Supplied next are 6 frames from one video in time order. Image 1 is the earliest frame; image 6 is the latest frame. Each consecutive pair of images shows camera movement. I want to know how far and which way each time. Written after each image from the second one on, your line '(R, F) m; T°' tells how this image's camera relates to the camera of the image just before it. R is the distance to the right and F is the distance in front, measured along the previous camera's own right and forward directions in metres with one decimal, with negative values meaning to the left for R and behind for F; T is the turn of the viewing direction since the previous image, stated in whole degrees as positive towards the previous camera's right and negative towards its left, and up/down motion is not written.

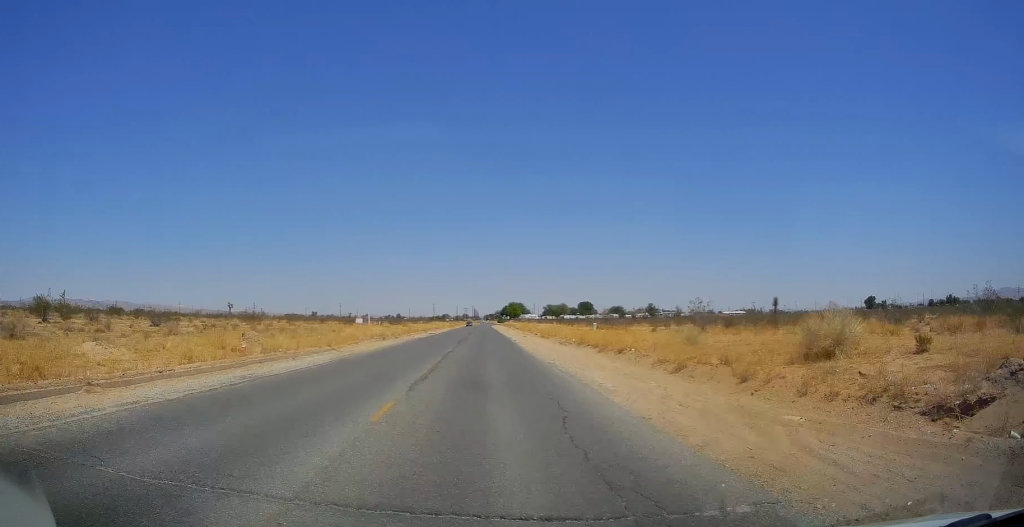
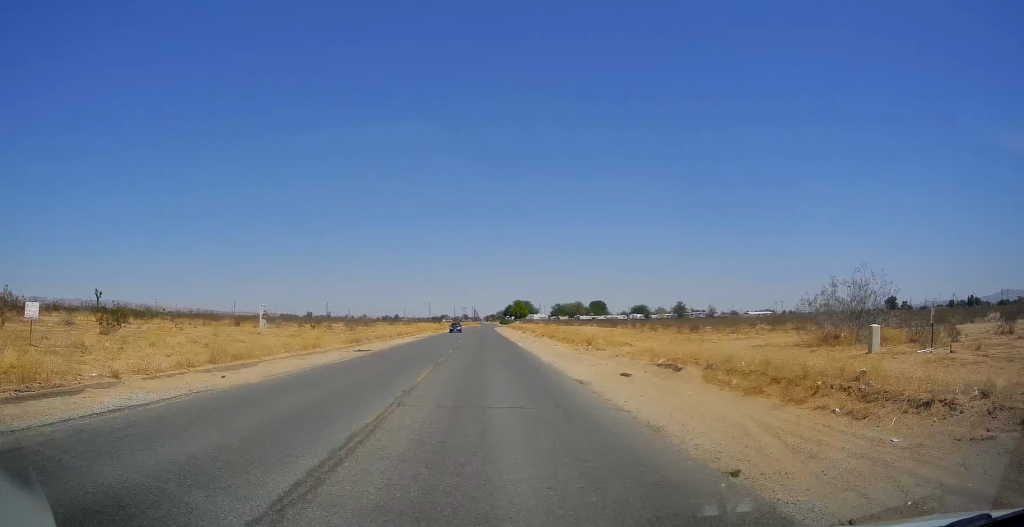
(0.0, +45.0) m; 0°
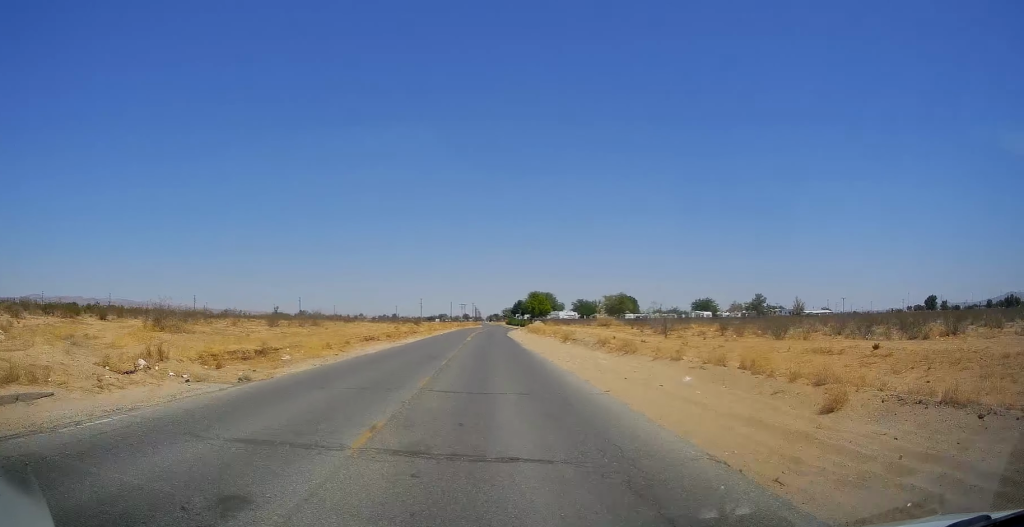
(0.0, +75.4) m; 0°
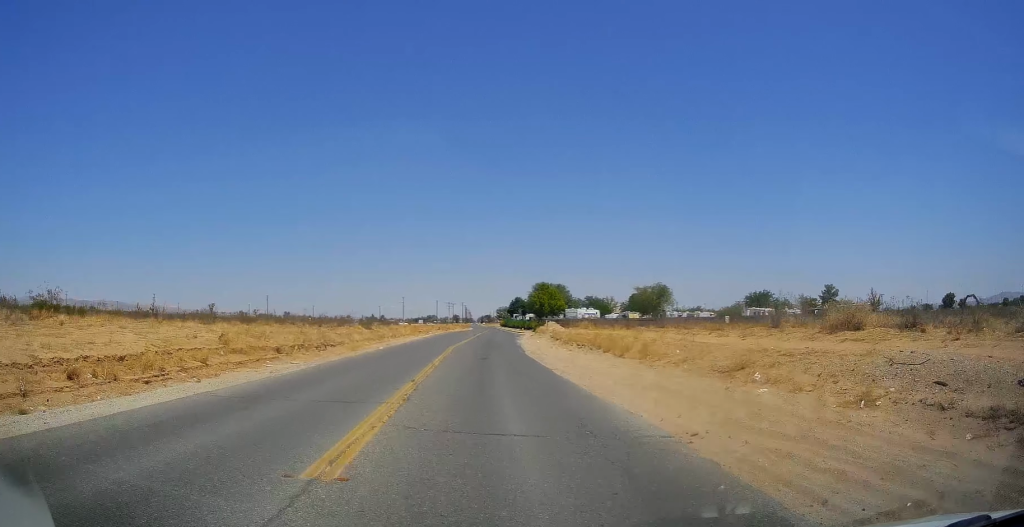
(0.0, +46.3) m; 0°
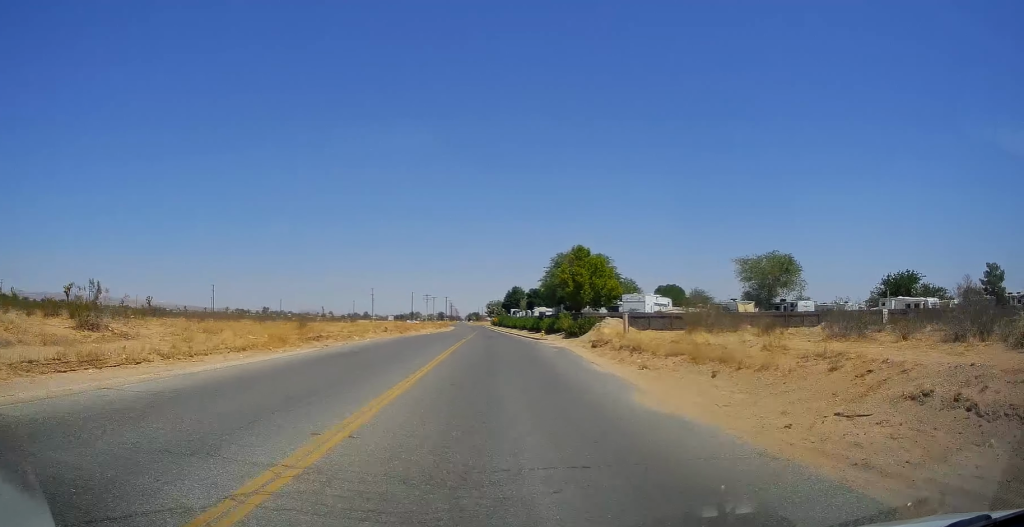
(0.0, +60.3) m; +1°
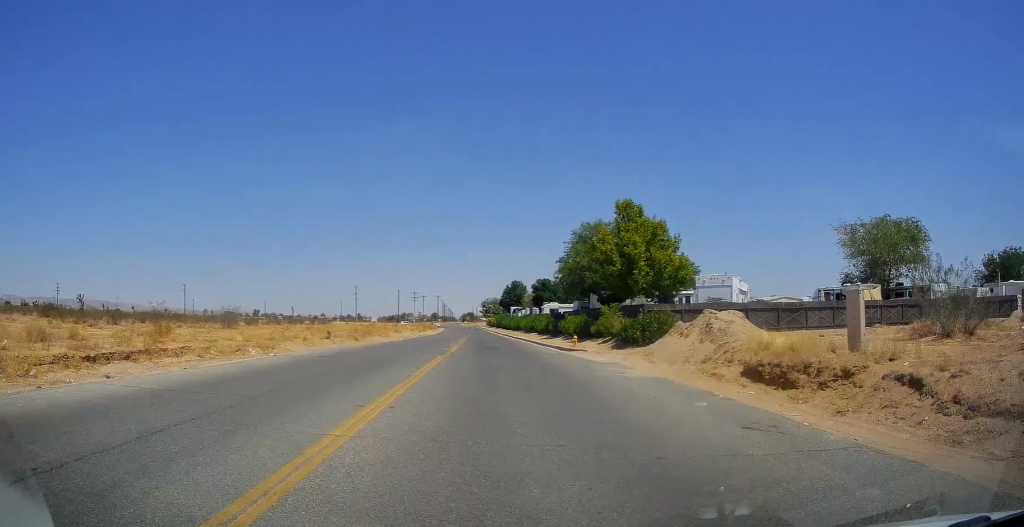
(0.0, +24.7) m; +1°
